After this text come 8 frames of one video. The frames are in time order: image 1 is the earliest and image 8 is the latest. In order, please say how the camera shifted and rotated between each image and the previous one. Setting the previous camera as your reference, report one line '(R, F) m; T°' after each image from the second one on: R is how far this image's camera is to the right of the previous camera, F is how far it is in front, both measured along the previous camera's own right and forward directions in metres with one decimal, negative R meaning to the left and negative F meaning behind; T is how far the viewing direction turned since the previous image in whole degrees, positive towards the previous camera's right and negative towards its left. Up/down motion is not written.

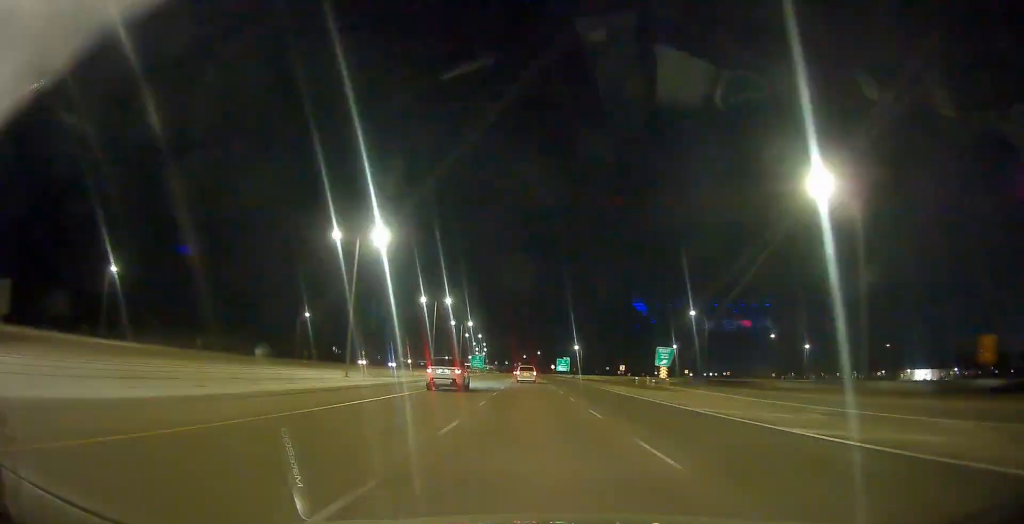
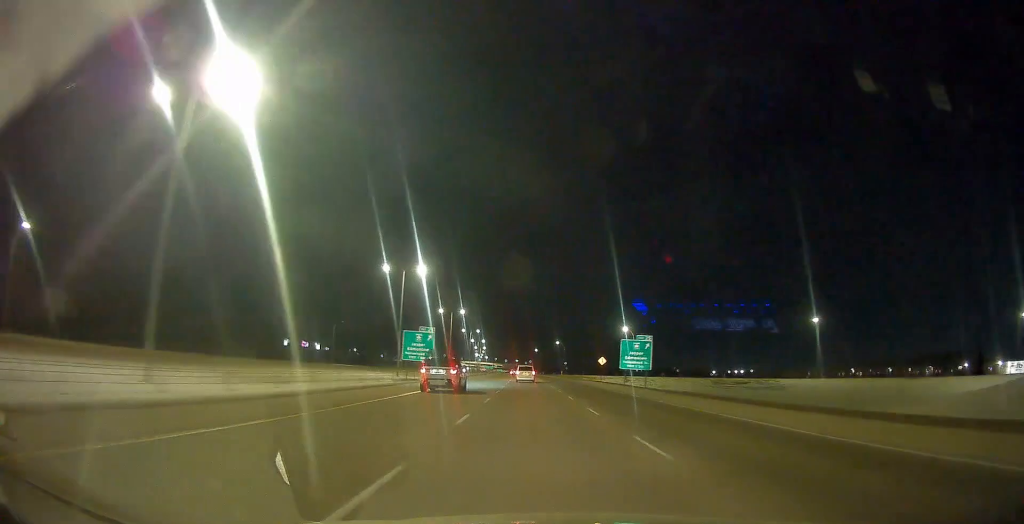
(-2.3, +115.5) m; -1°
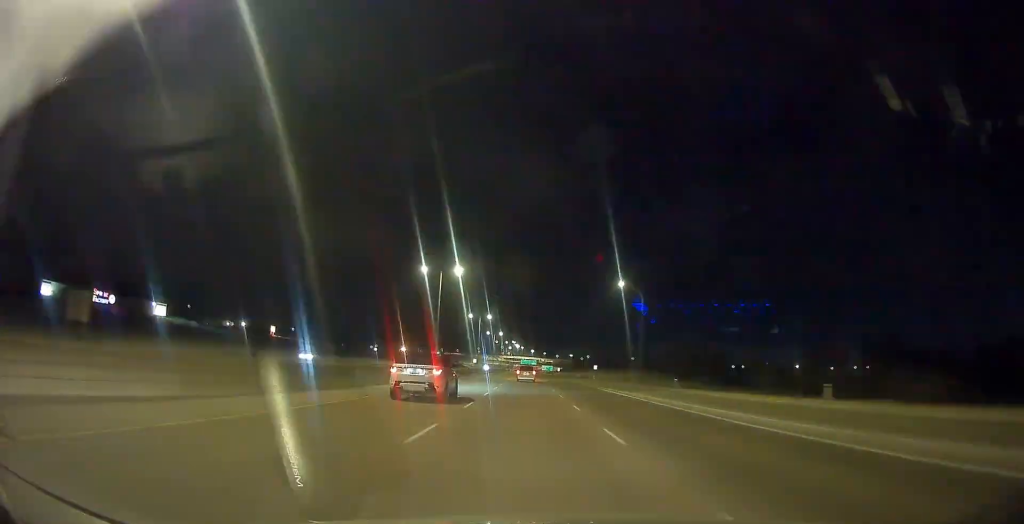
(-14.6, +418.2) m; -3°
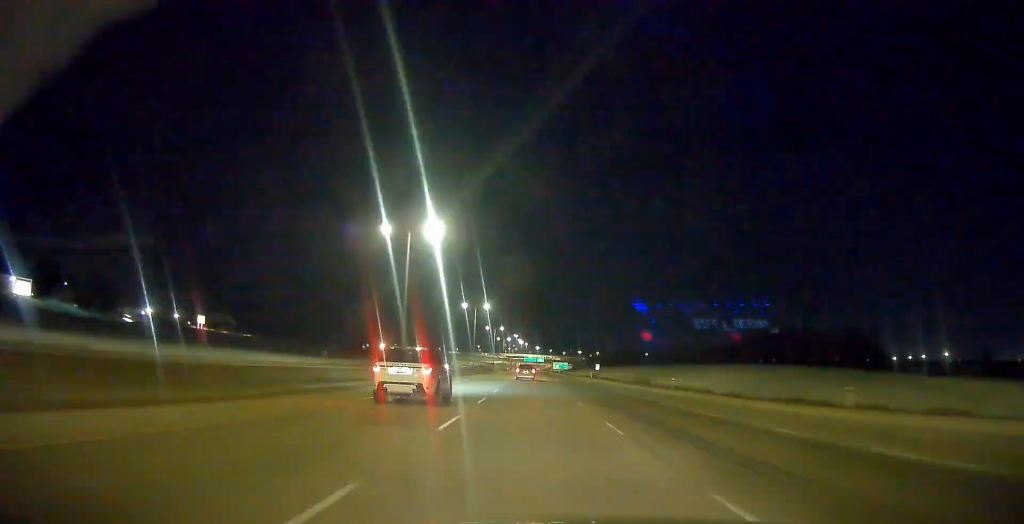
(-0.8, +126.1) m; 0°
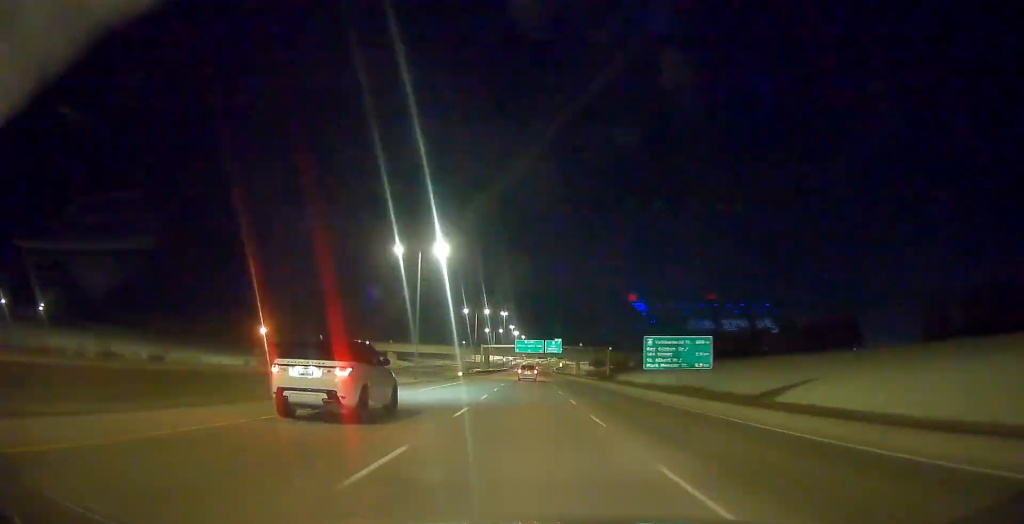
(-0.5, +268.6) m; 0°
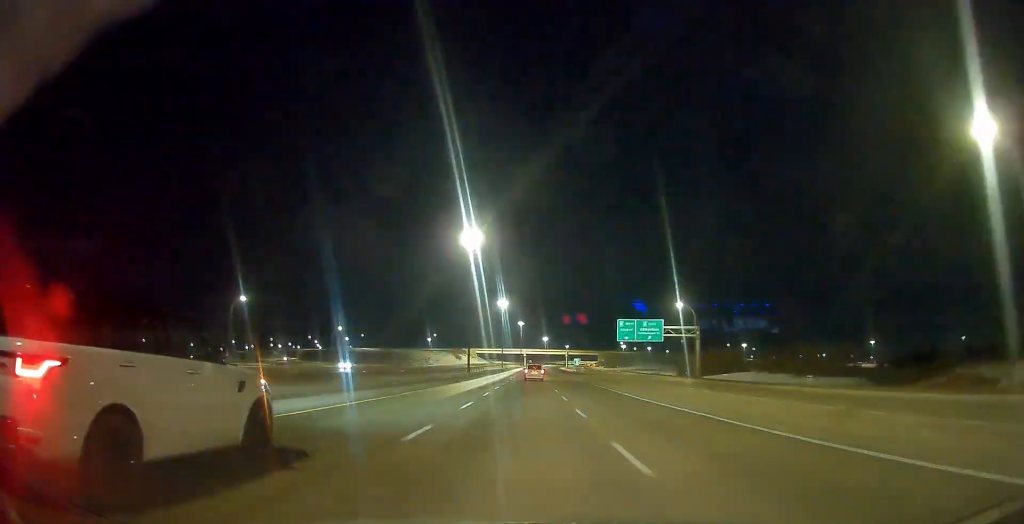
(+0.1, +398.8) m; 0°
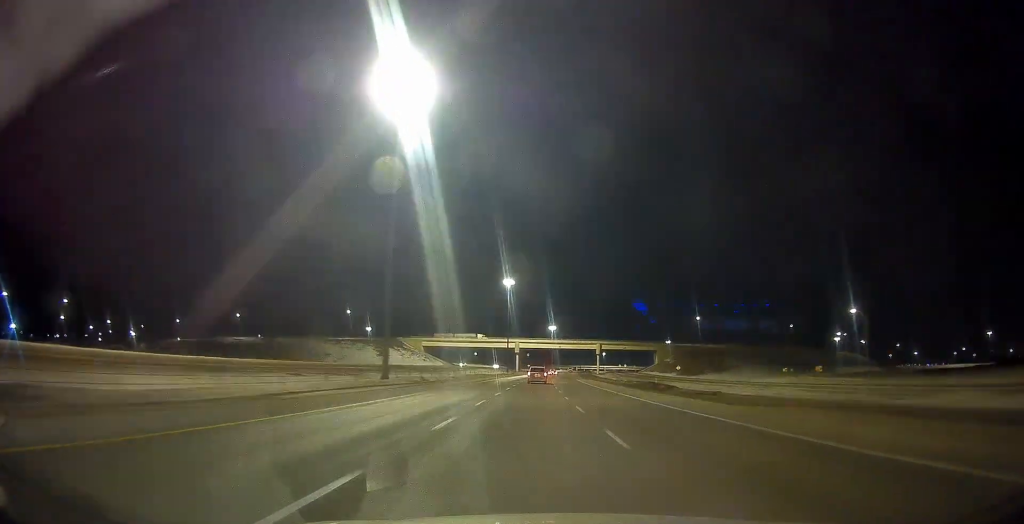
(+1.0, +255.7) m; +3°
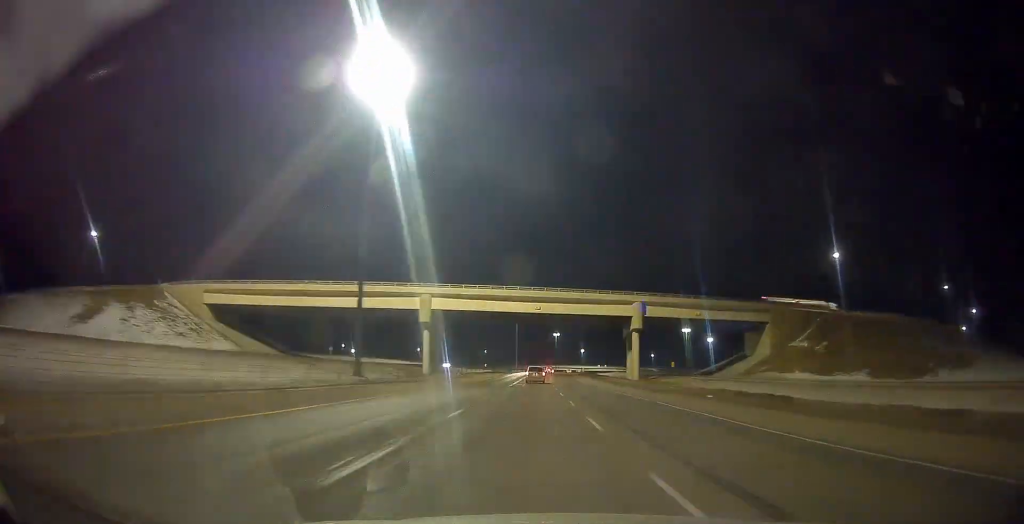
(+7.4, +167.2) m; +3°
